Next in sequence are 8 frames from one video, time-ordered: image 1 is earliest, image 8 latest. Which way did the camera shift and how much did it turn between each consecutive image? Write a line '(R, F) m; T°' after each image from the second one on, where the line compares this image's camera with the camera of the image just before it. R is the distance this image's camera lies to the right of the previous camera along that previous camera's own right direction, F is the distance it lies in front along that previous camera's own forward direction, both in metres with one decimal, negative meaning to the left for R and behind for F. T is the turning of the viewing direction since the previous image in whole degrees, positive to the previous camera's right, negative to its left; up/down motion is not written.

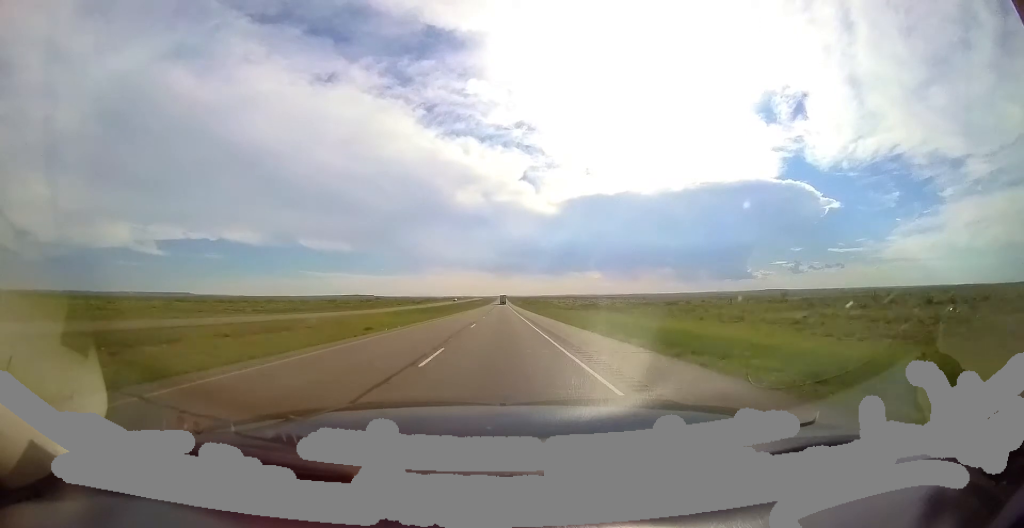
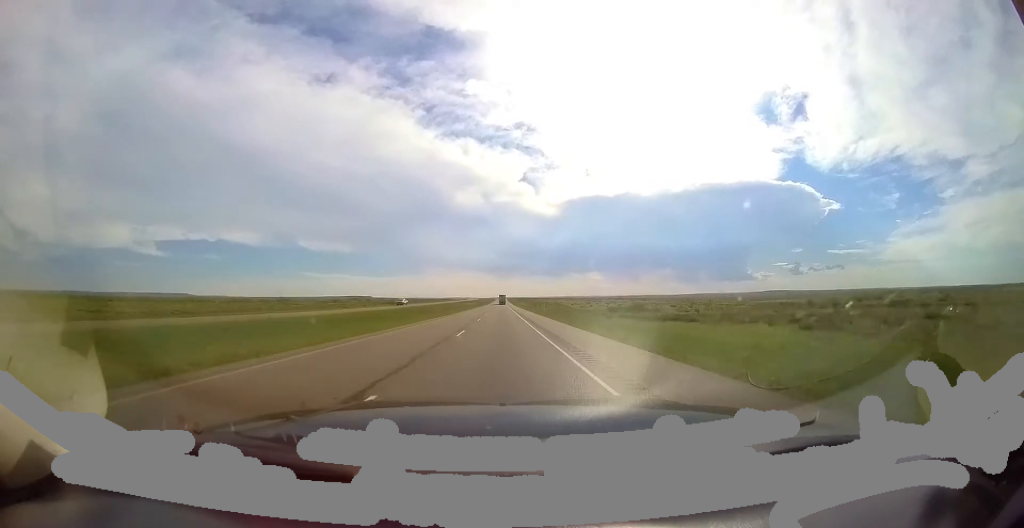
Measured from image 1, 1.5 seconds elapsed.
(+0.4, +53.5) m; 0°
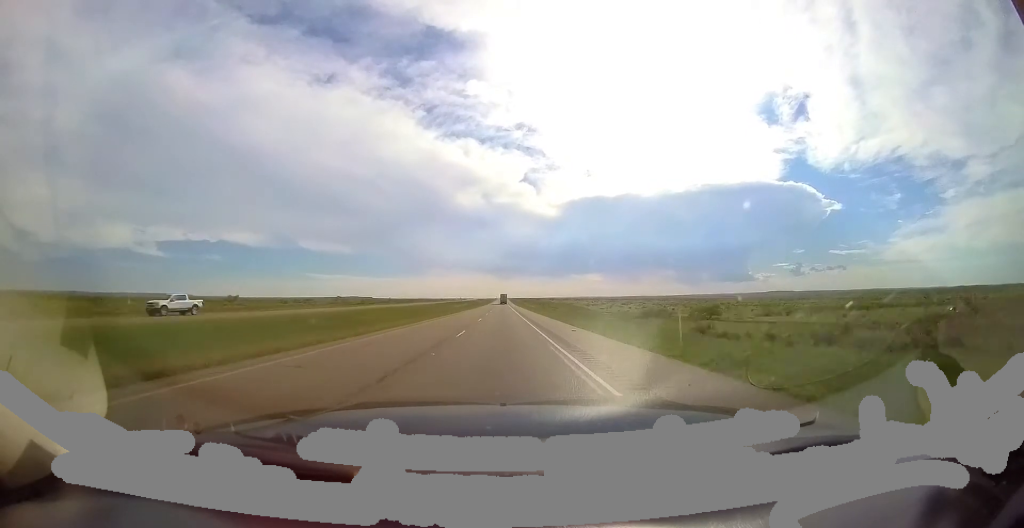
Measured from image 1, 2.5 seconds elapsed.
(+0.1, +36.4) m; 0°
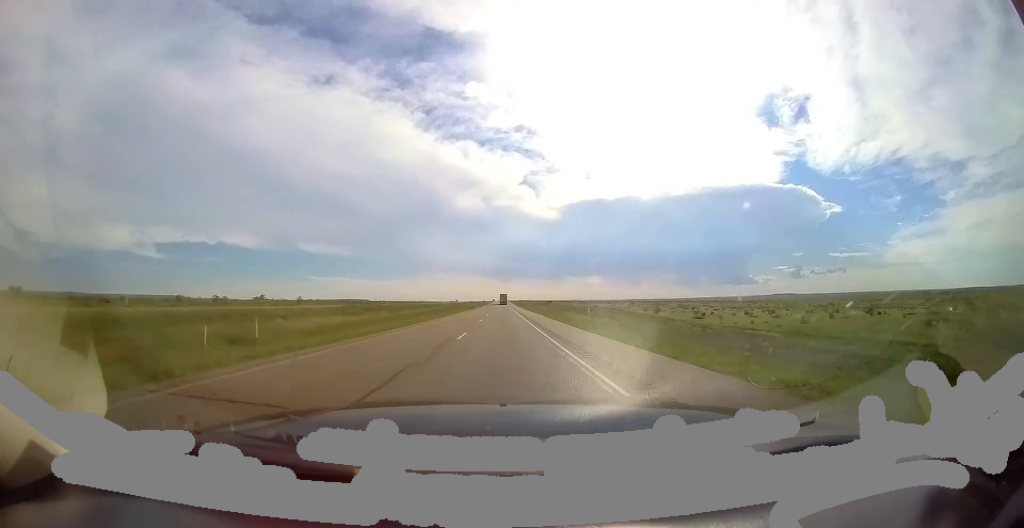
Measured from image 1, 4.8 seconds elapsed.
(-0.1, +84.7) m; 0°
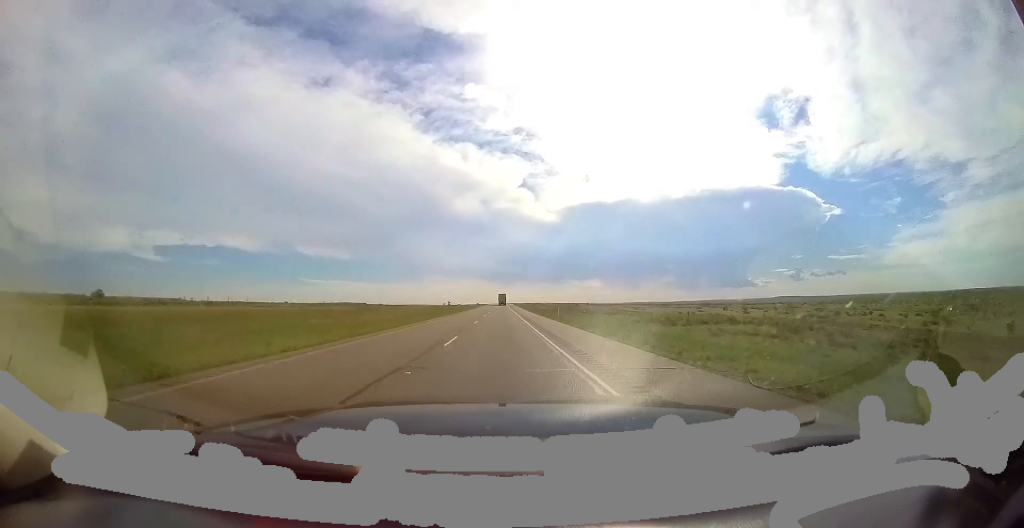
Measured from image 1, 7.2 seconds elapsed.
(-0.2, +86.6) m; 0°
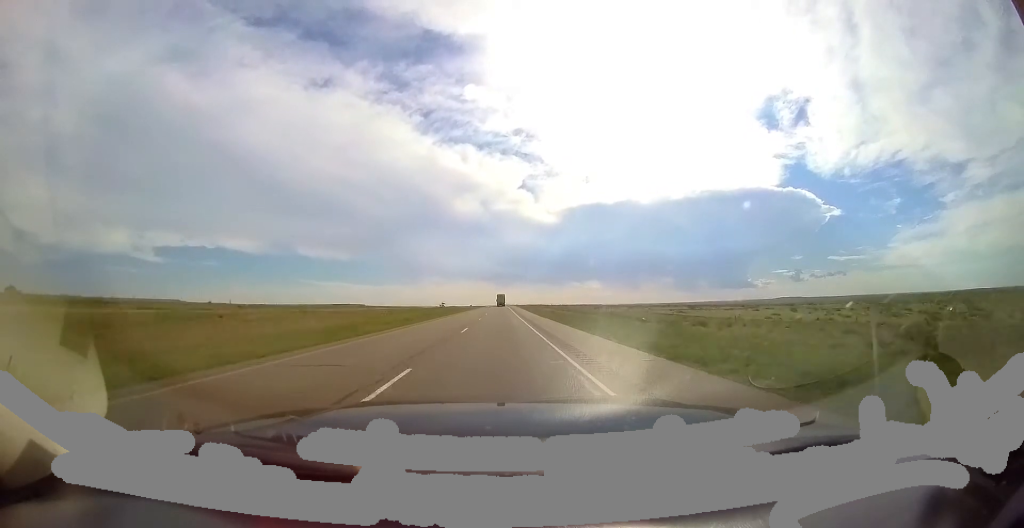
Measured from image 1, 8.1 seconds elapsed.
(-0.2, +31.2) m; 0°
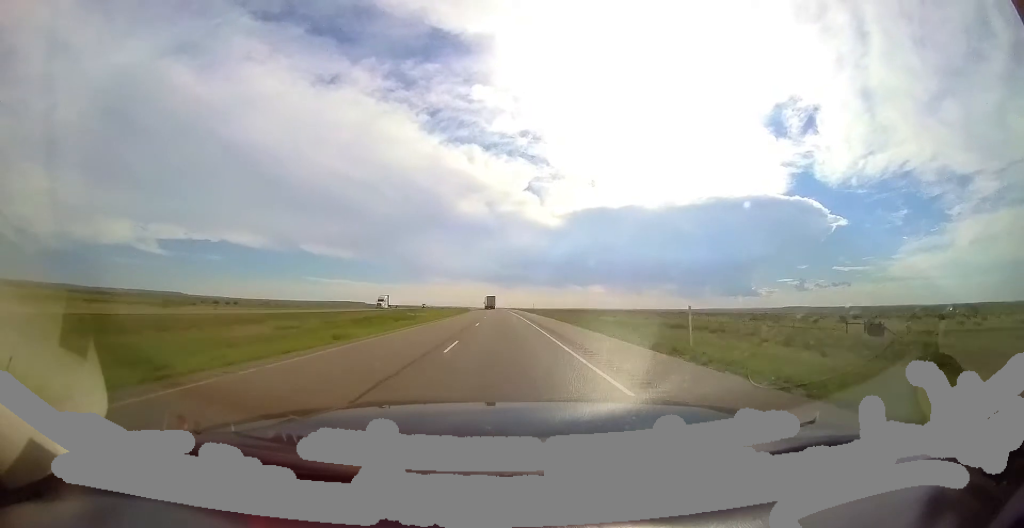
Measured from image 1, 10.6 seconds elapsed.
(-0.3, +91.1) m; -2°
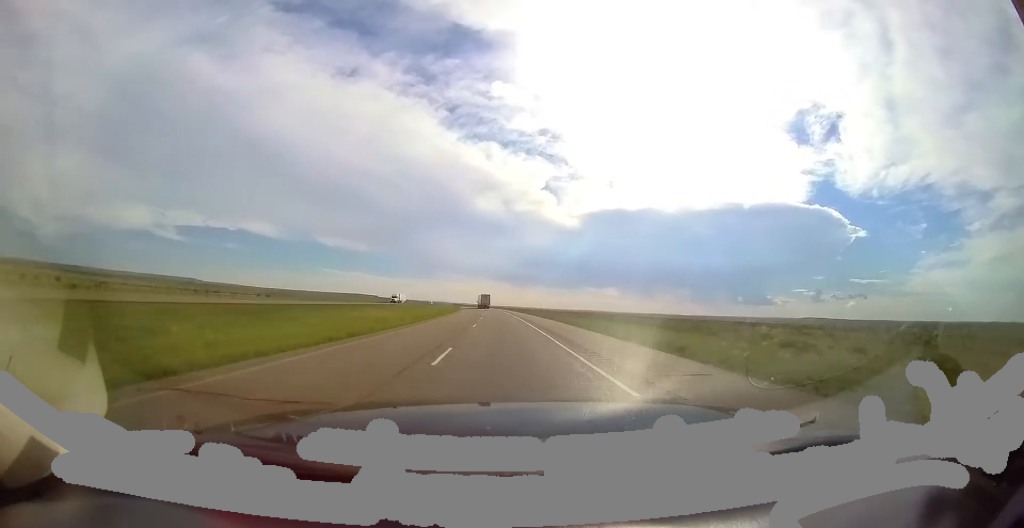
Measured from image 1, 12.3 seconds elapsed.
(-1.5, +62.3) m; -4°
